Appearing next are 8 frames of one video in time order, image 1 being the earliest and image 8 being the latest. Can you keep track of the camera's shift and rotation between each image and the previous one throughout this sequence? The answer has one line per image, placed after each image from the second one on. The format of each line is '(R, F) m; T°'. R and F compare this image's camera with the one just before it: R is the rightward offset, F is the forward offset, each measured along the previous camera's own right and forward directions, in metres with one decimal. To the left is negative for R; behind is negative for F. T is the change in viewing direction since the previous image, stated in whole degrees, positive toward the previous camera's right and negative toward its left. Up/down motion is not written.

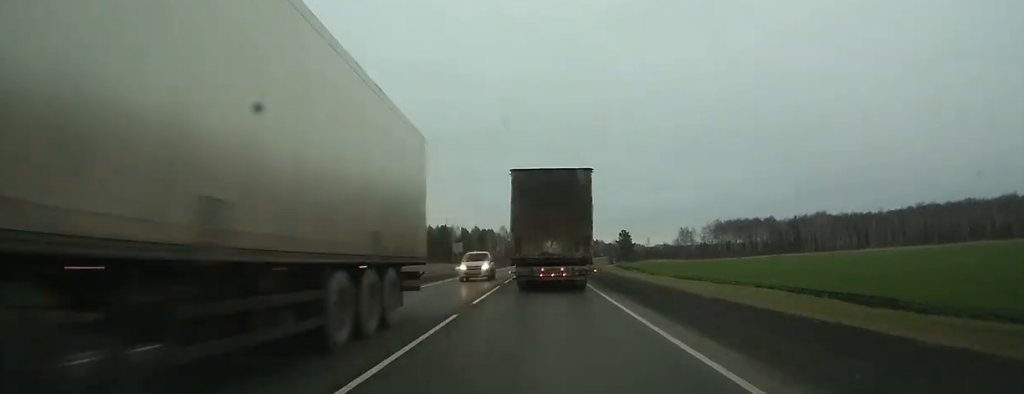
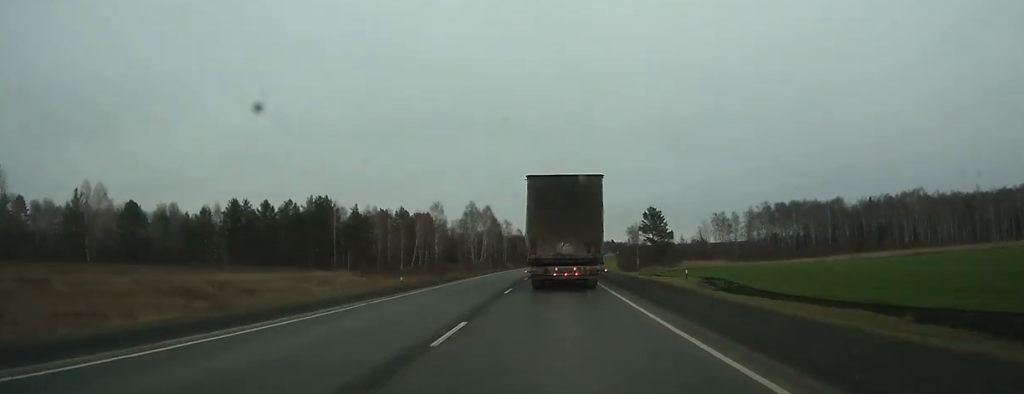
(+2.7, +110.0) m; +3°
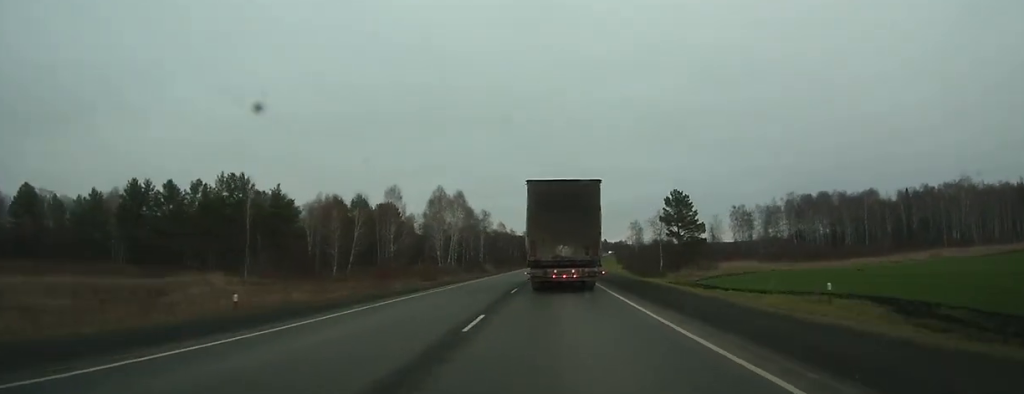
(+0.3, +34.4) m; +1°
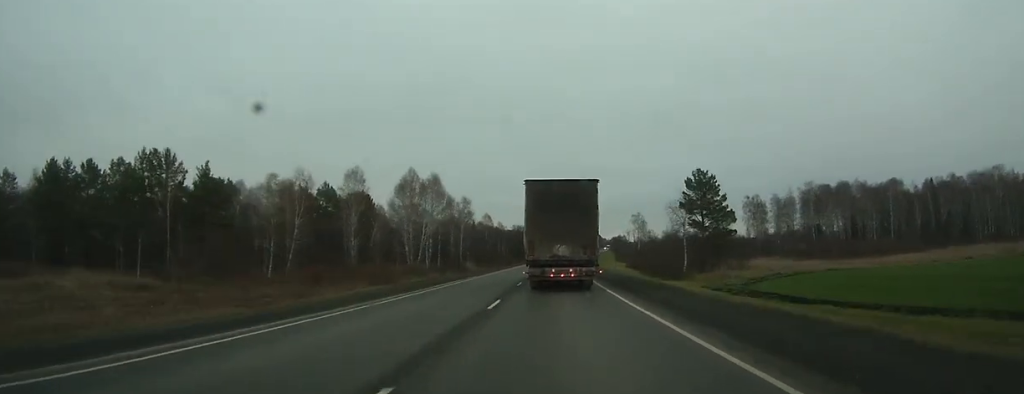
(+0.2, +19.8) m; +1°
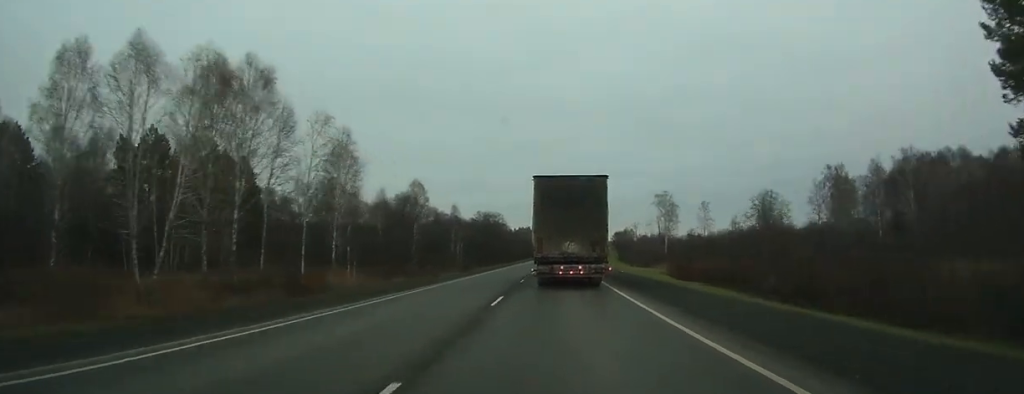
(+0.9, +60.1) m; +2°
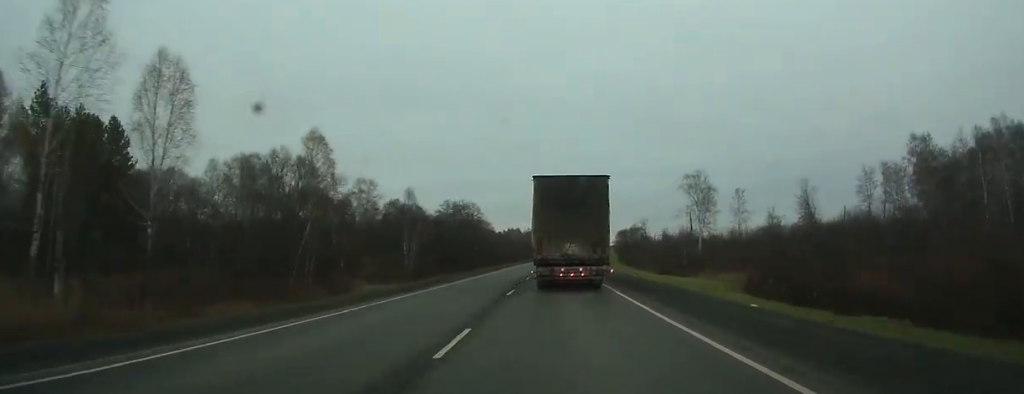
(+0.3, +31.4) m; +1°
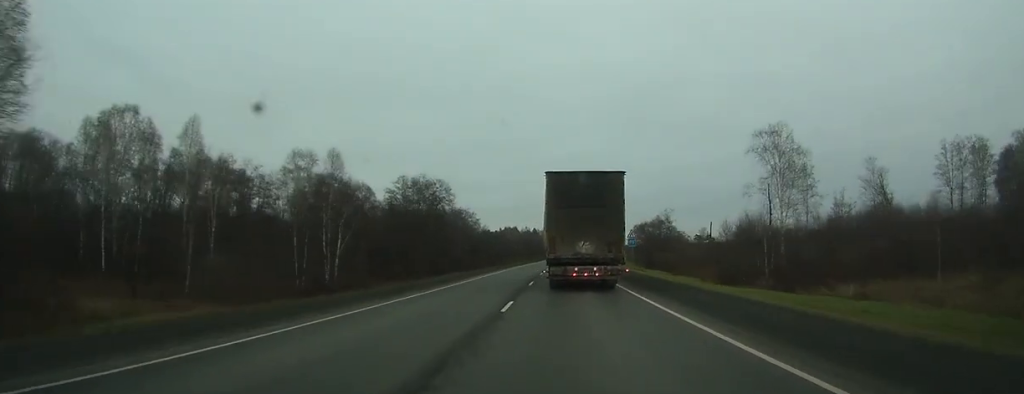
(+0.1, +30.1) m; +1°
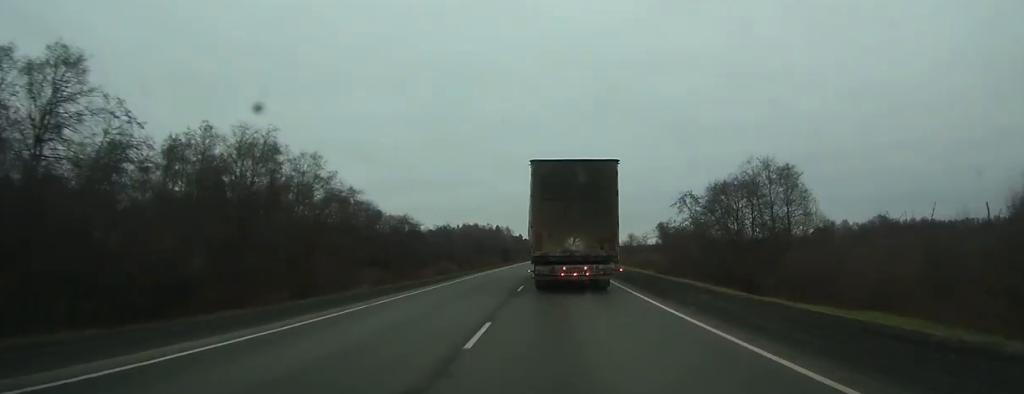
(+1.4, +65.3) m; +2°
